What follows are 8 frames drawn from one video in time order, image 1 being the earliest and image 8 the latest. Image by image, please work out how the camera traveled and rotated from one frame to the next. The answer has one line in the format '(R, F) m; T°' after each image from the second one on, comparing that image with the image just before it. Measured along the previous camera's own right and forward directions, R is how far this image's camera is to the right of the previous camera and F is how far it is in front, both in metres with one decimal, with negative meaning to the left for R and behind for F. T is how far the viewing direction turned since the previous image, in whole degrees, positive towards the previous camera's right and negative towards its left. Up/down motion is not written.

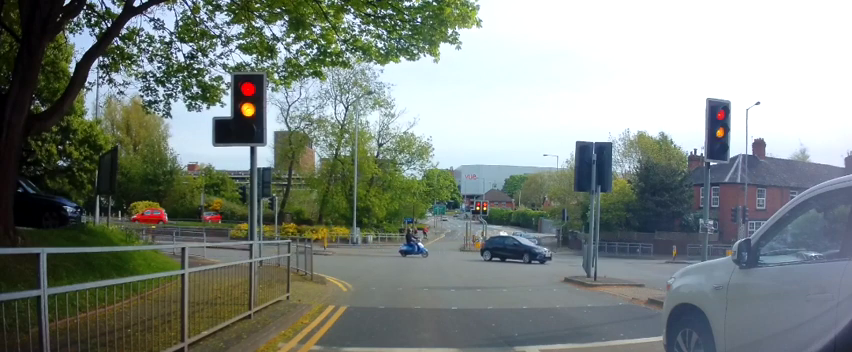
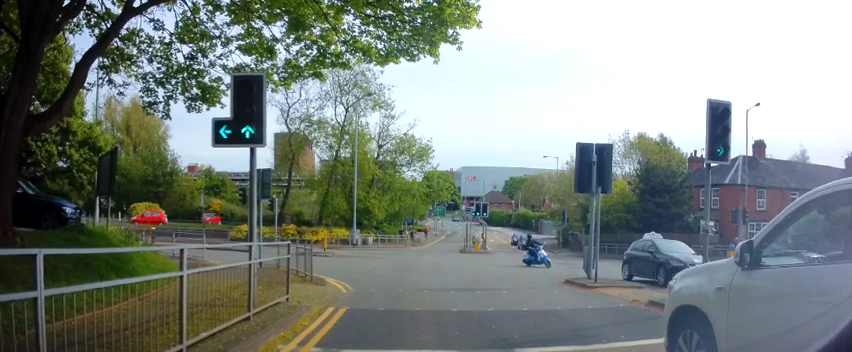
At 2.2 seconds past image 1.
(0.0, 0.0) m; 0°
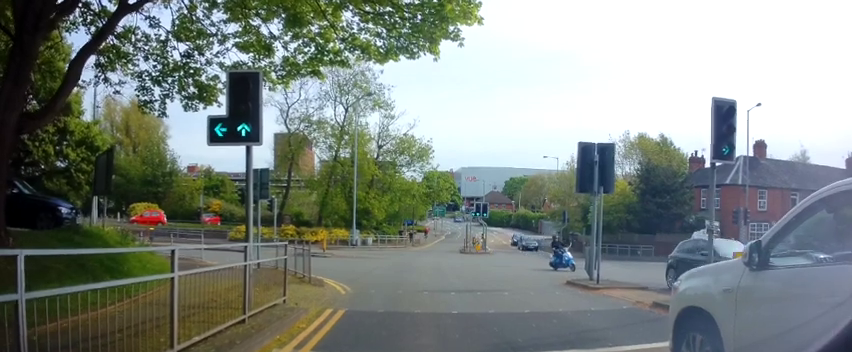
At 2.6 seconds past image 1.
(0.0, 0.0) m; 0°
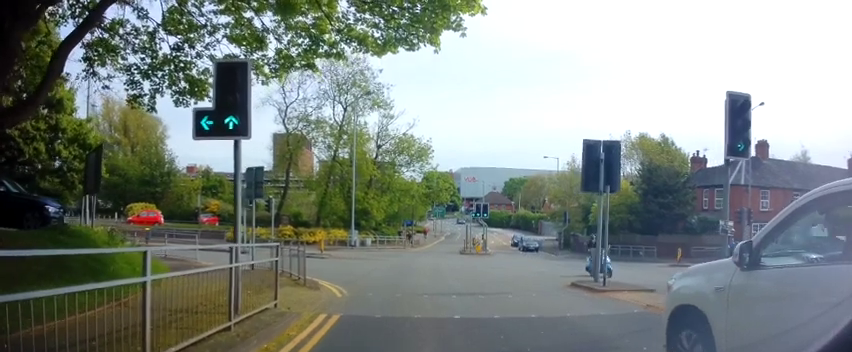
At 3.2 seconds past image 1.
(-0.1, +0.3) m; 0°
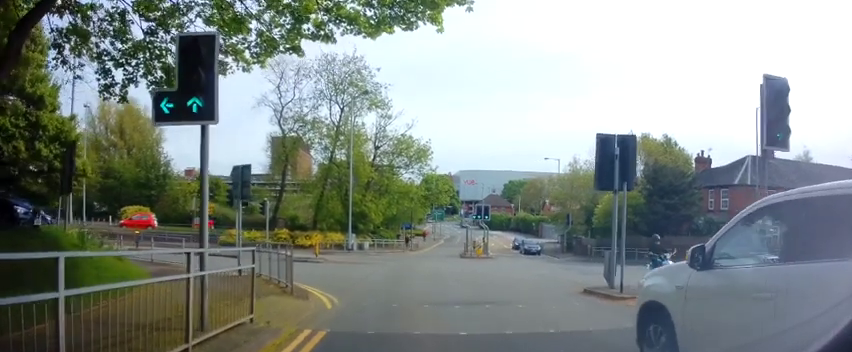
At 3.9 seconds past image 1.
(-0.3, +0.6) m; -3°
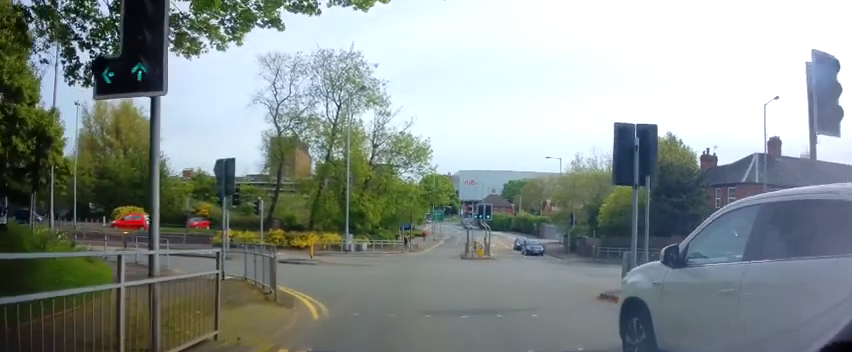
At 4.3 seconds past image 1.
(-0.3, +0.8) m; -6°
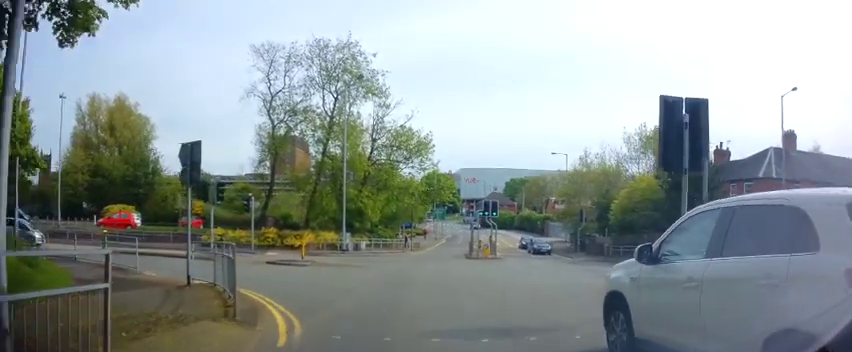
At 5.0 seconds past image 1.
(-0.1, +1.7) m; -5°
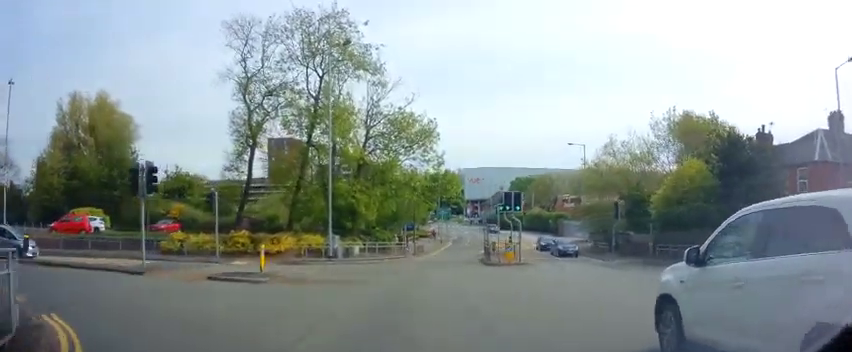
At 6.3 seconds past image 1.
(-0.3, +5.4) m; -2°
